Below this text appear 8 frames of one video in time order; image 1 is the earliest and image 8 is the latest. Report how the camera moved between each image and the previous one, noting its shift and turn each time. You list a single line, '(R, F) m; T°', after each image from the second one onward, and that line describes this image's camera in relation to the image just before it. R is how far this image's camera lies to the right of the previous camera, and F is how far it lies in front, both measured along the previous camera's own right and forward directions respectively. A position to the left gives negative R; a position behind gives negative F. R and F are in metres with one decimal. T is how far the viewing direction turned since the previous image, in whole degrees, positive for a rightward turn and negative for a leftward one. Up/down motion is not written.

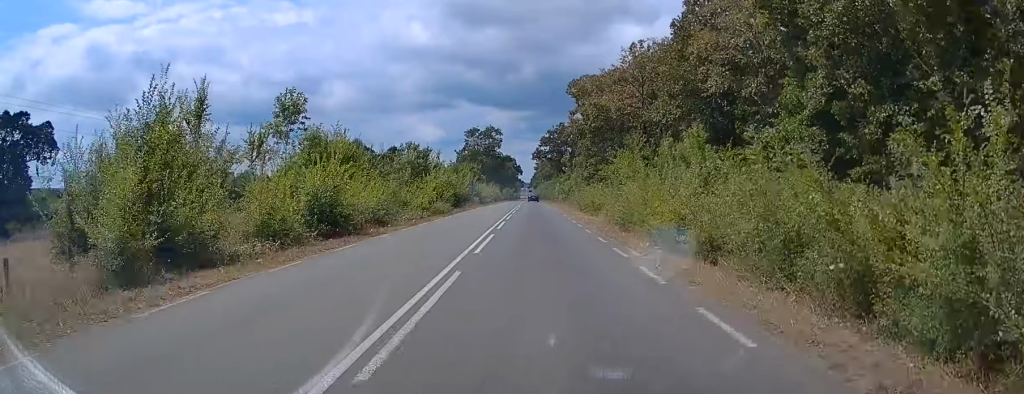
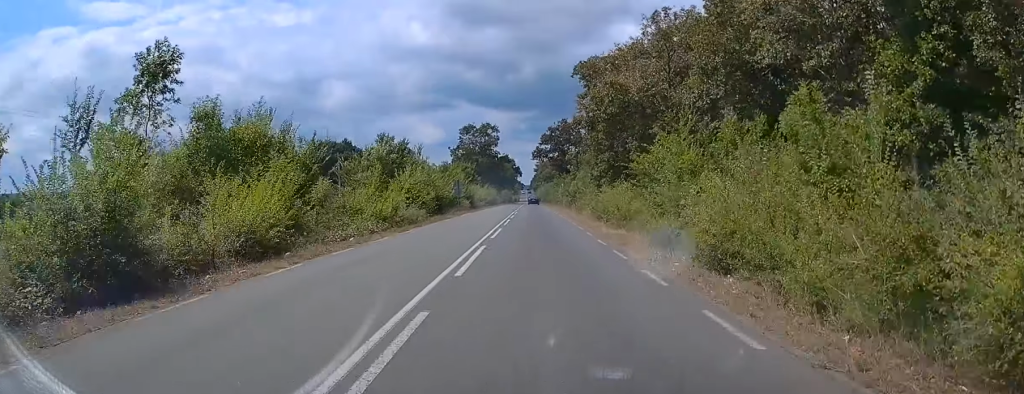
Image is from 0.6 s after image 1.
(0.0, +12.2) m; 0°
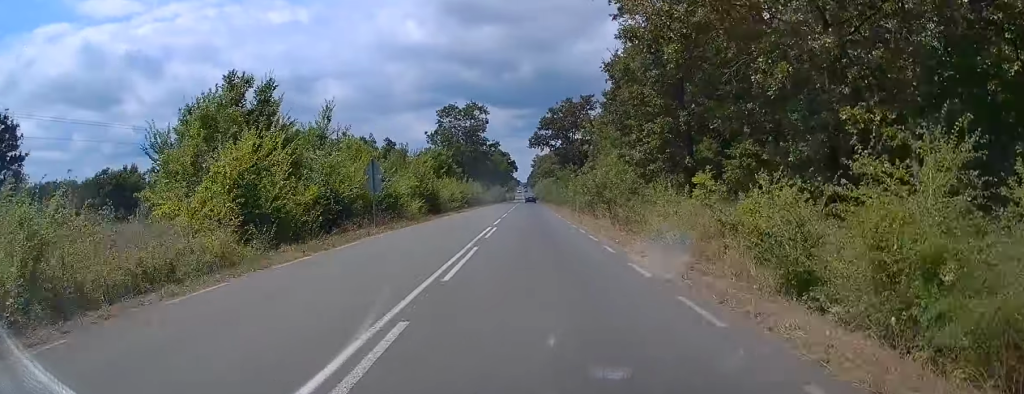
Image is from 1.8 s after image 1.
(+0.3, +27.4) m; +1°
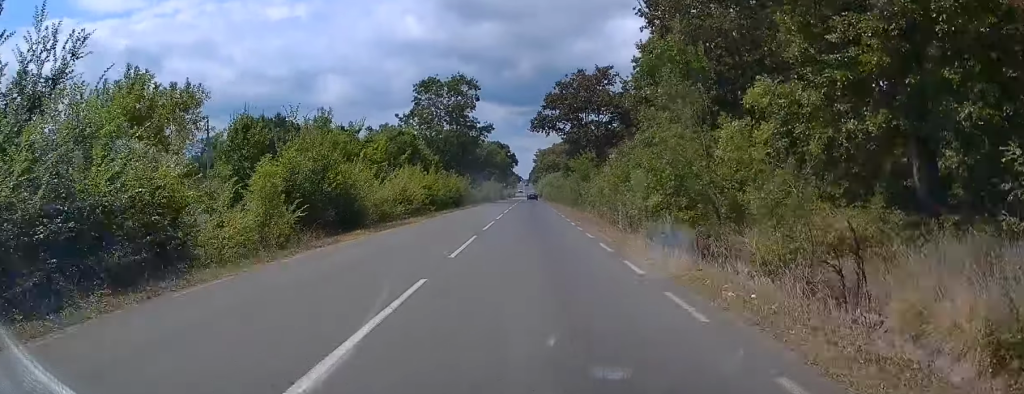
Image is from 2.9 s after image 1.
(0.0, +24.0) m; 0°
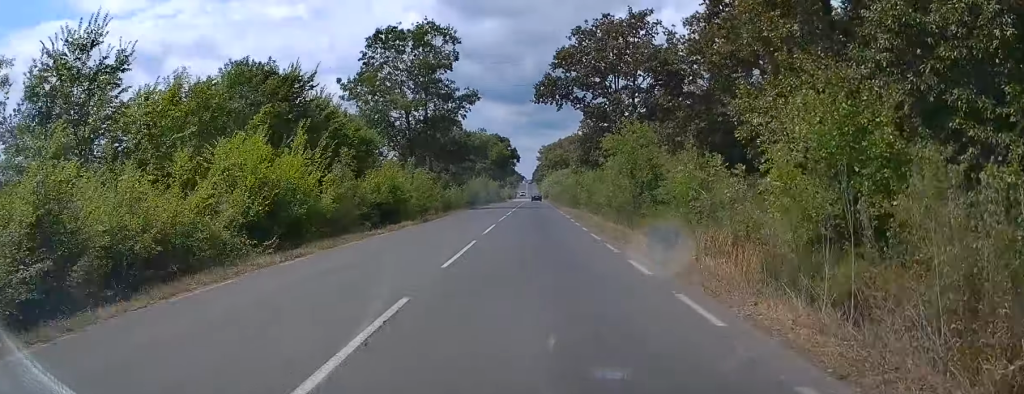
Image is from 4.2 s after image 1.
(0.0, +28.4) m; 0°
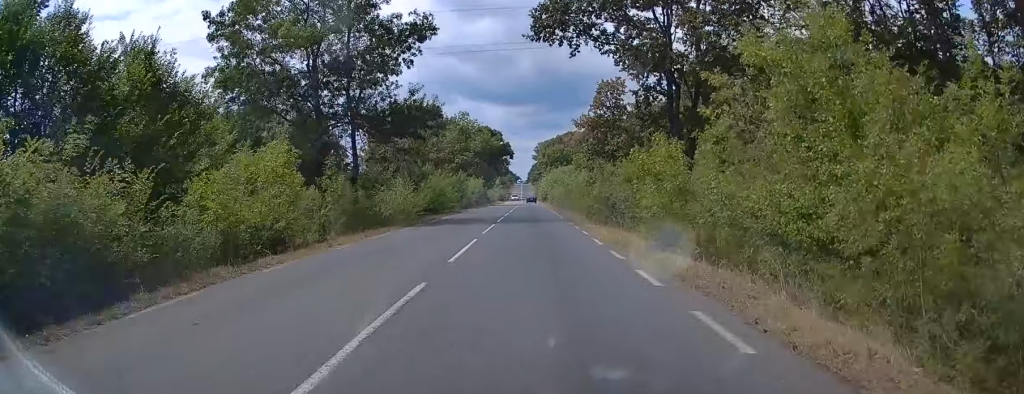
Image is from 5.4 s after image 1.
(-0.1, +25.0) m; 0°
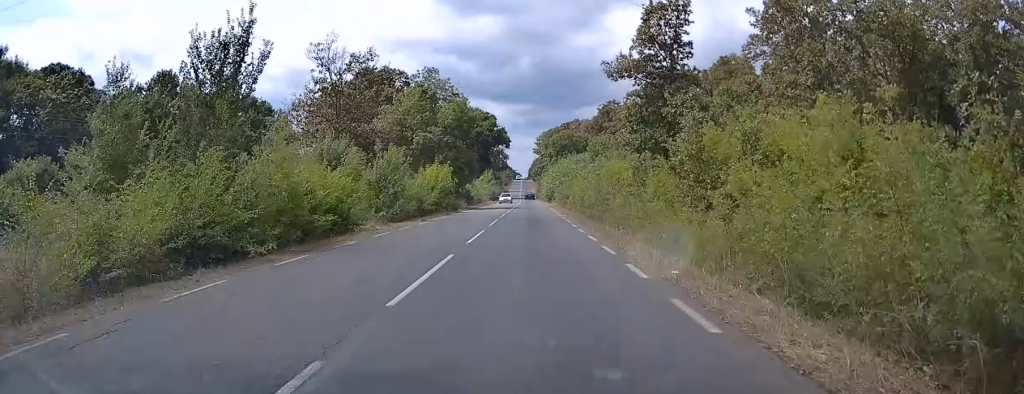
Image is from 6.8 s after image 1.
(0.0, +31.3) m; 0°
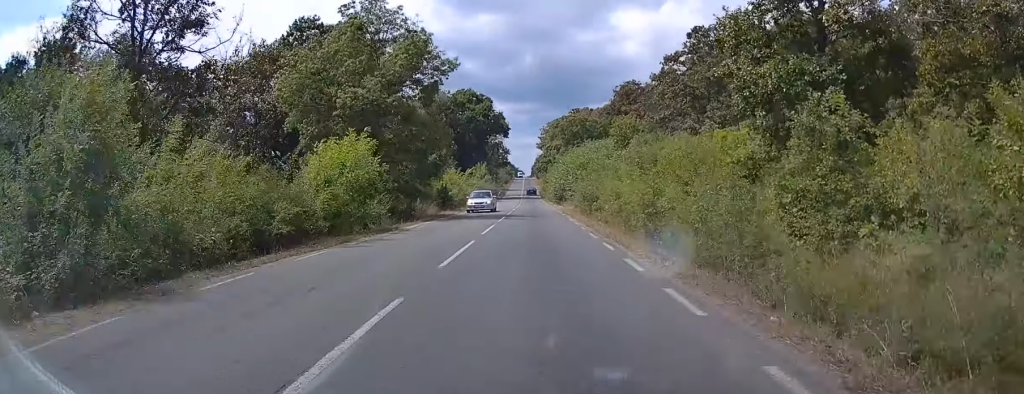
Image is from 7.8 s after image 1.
(0.0, +23.3) m; 0°
